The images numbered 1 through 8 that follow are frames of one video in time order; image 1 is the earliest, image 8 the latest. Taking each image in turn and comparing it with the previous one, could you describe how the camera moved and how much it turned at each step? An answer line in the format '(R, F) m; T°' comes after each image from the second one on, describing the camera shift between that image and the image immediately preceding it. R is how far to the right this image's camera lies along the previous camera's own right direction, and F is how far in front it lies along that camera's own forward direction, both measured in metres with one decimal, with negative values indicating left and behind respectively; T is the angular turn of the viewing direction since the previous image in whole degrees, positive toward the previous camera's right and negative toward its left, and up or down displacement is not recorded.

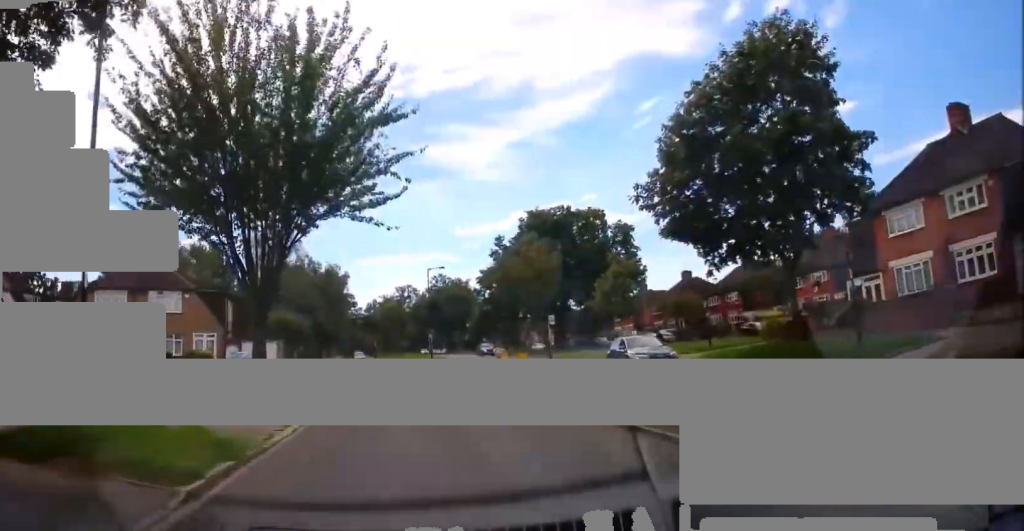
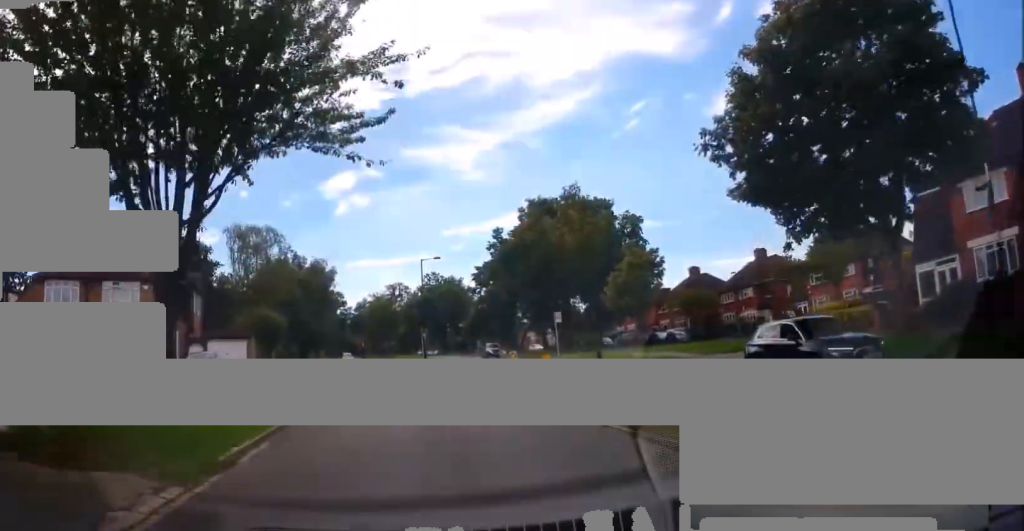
(-0.1, +6.1) m; -2°
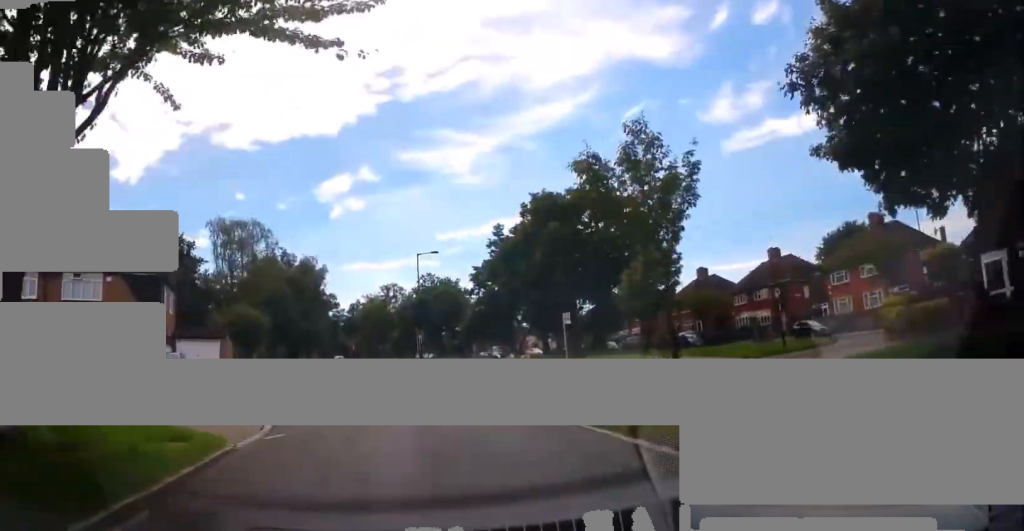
(-0.3, +4.7) m; +2°
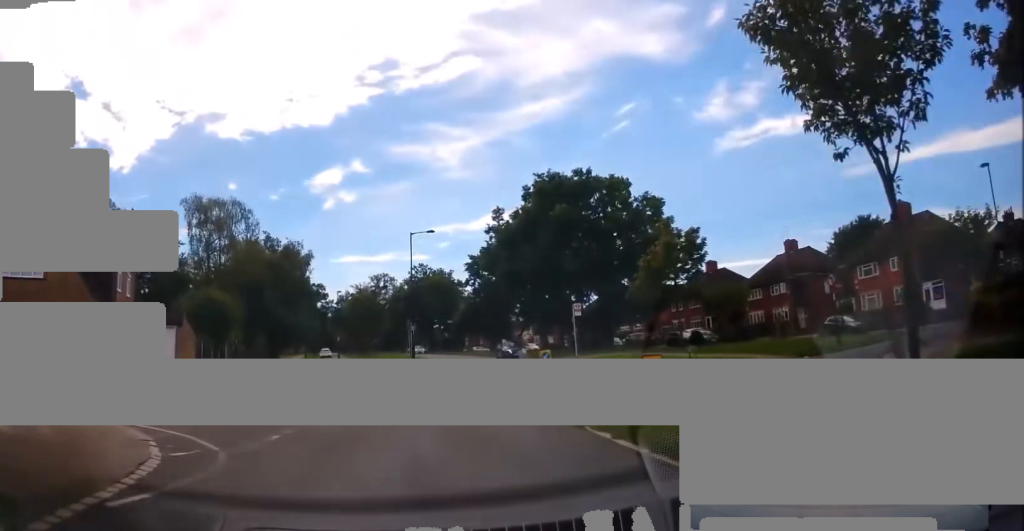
(+0.4, +5.1) m; +3°
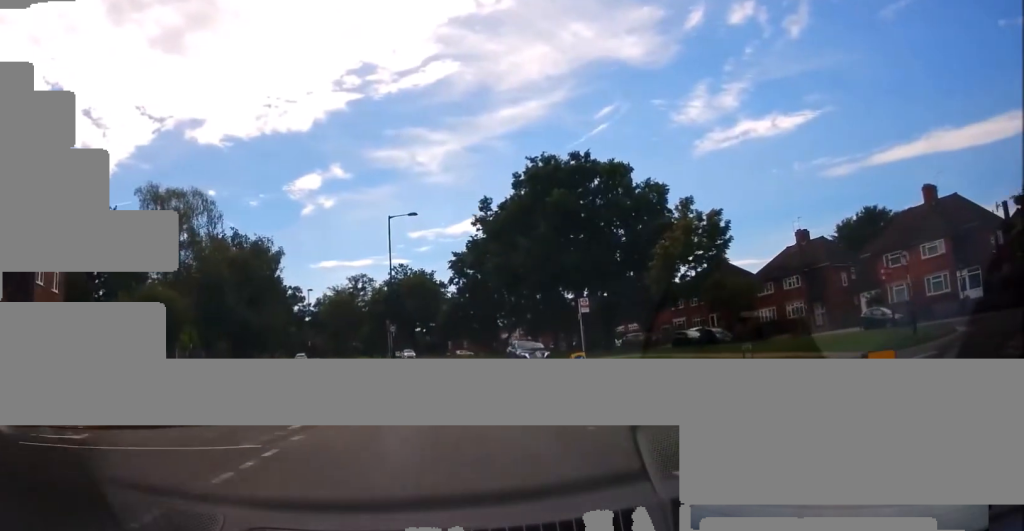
(+0.2, +6.1) m; +2°
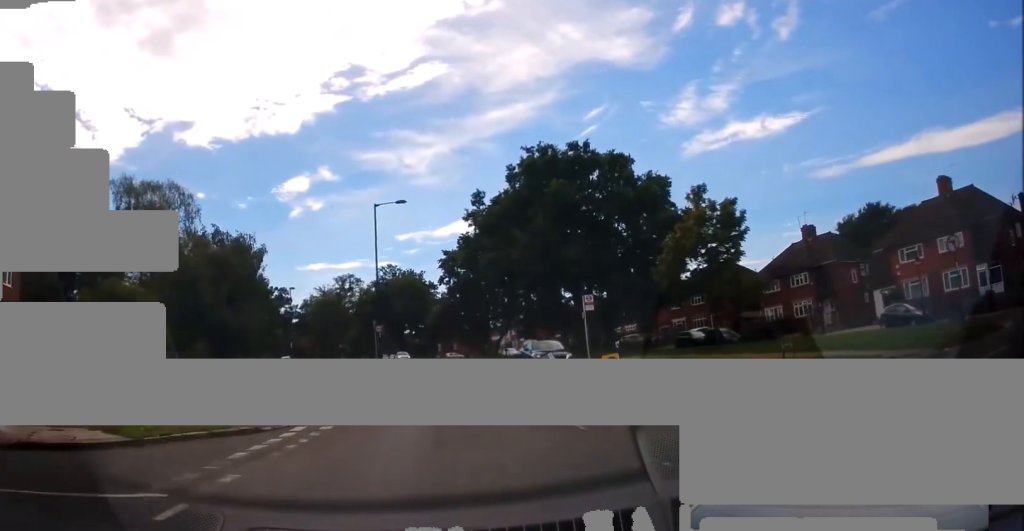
(0.0, +3.4) m; 0°
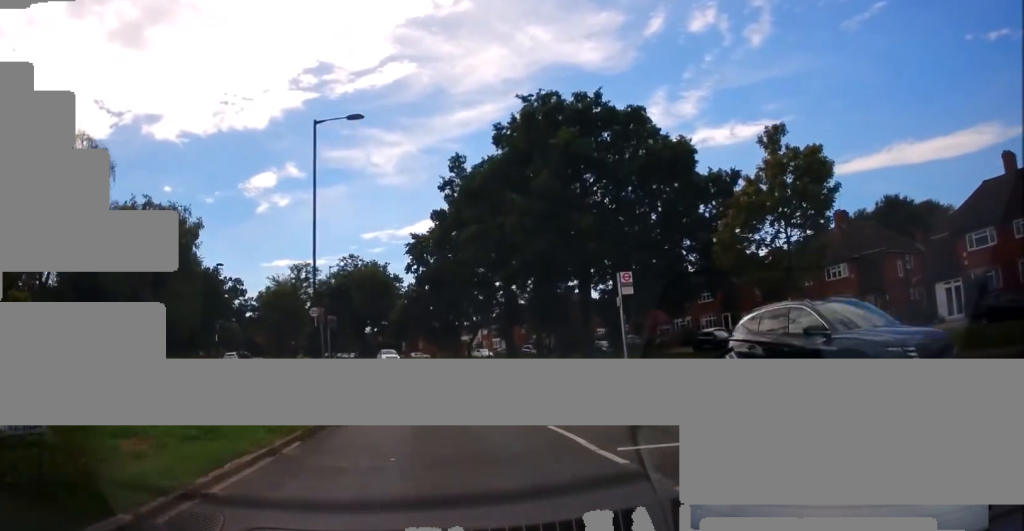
(+0.3, +11.0) m; +2°
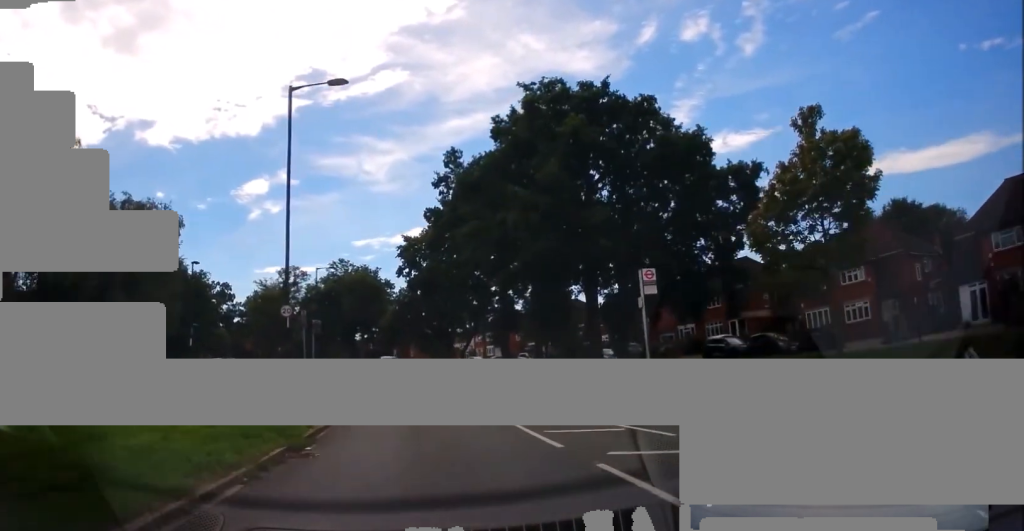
(+0.1, +3.1) m; 0°
